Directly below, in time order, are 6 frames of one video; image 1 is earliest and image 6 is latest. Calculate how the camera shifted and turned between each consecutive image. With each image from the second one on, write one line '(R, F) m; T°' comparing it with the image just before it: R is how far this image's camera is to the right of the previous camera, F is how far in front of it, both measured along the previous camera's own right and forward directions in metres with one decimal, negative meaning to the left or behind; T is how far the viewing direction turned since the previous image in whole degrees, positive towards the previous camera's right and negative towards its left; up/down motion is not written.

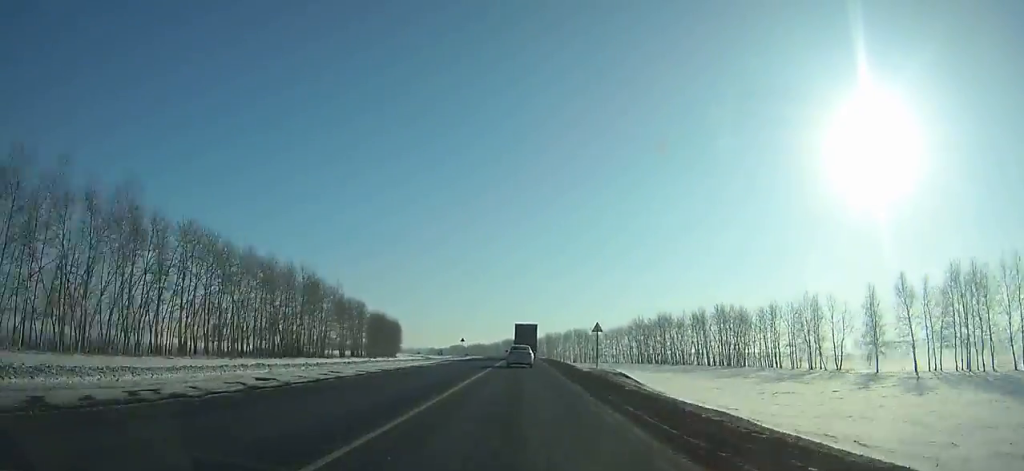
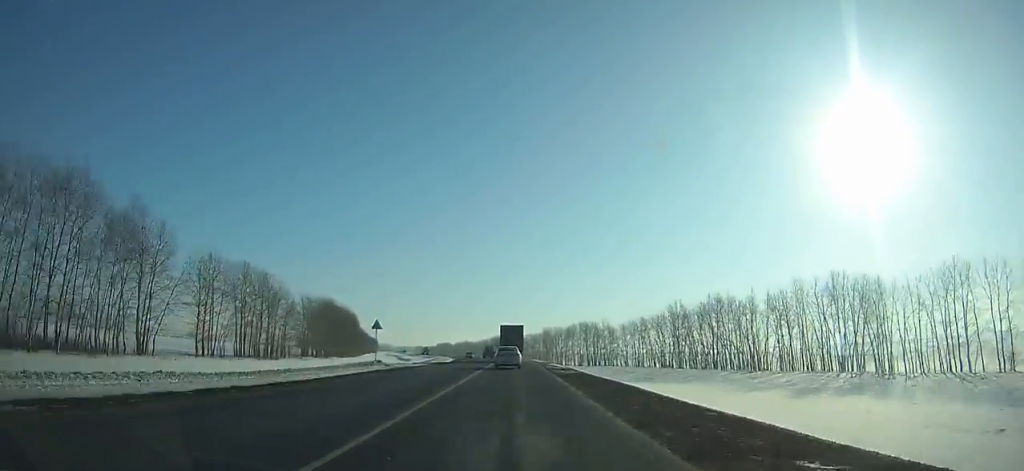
(+0.1, +56.2) m; -1°
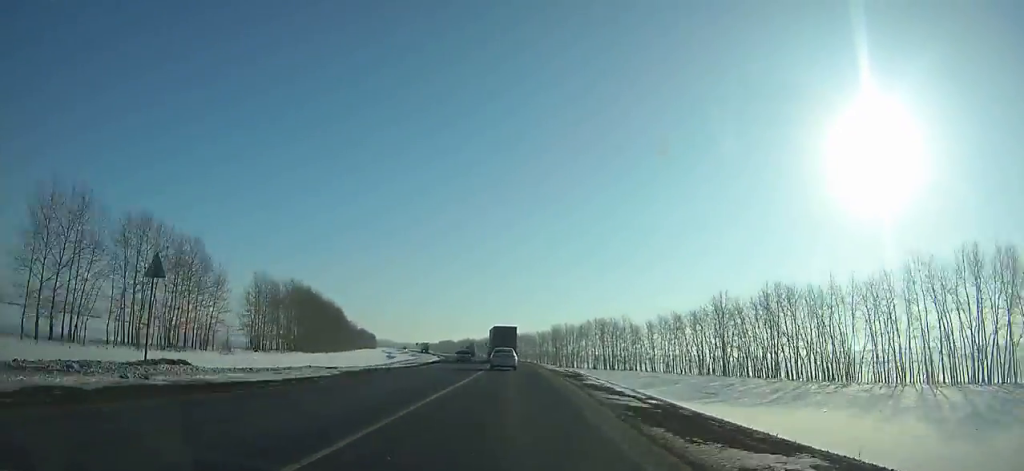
(-0.1, +28.4) m; -1°
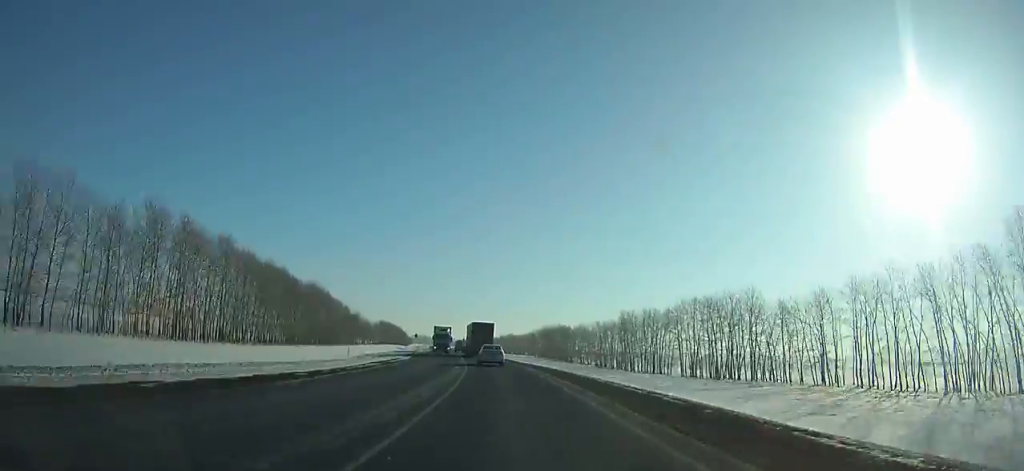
(-2.5, +68.3) m; -6°
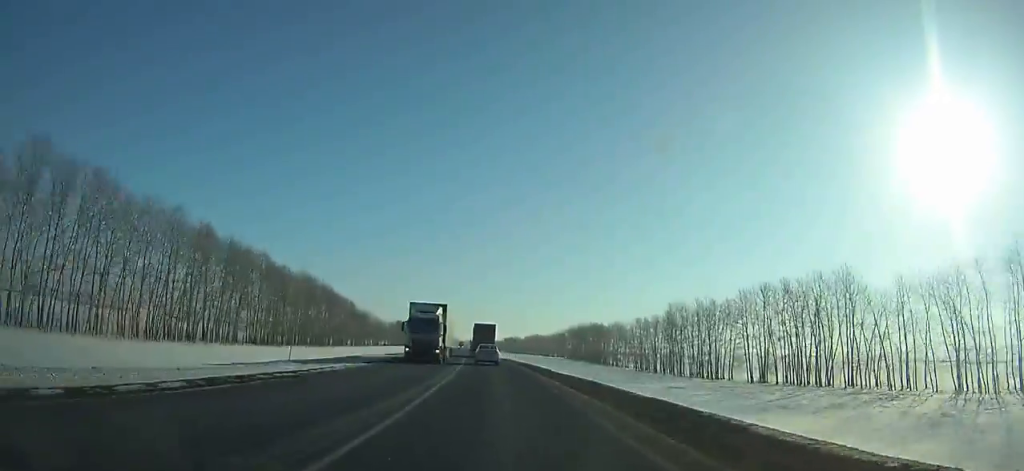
(-0.1, +24.1) m; -2°
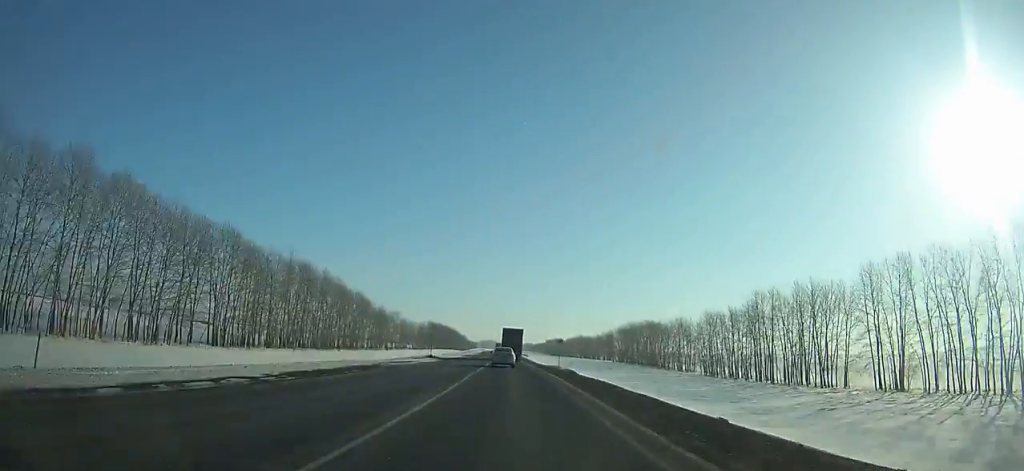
(-1.3, +28.1) m; -2°
